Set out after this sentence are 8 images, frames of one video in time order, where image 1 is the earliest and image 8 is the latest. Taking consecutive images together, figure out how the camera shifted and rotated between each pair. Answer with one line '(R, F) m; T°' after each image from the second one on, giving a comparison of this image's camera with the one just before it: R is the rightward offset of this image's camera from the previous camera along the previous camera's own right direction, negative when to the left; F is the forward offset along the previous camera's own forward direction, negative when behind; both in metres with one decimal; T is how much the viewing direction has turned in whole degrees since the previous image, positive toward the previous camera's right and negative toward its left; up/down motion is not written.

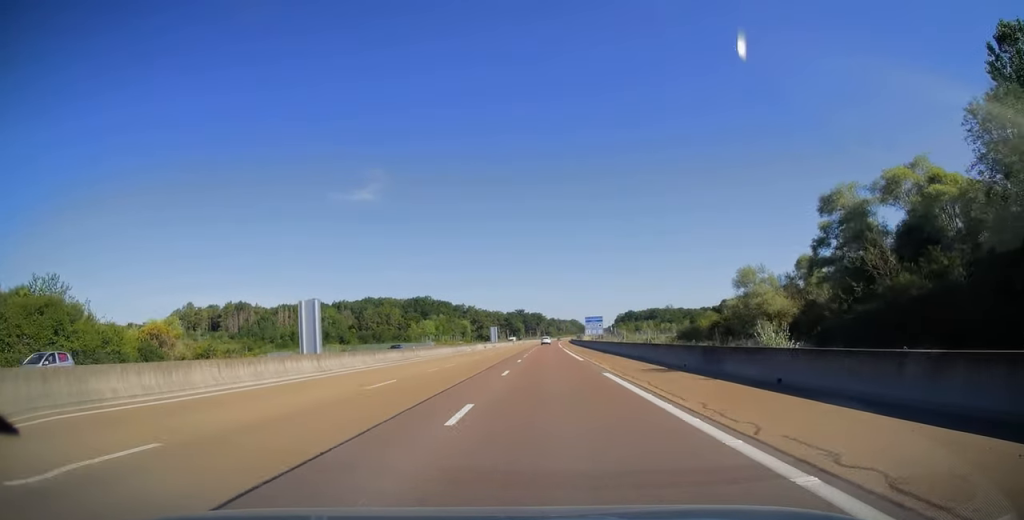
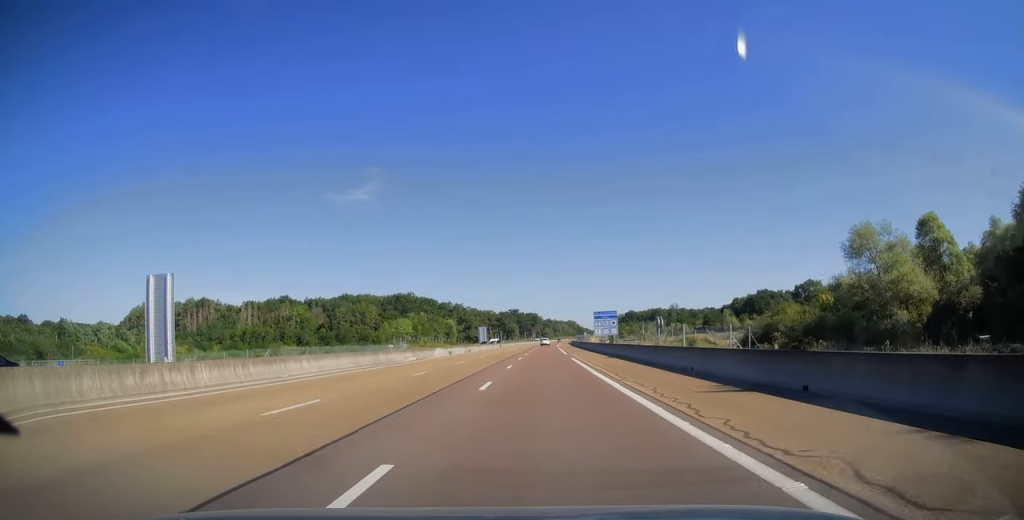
(0.0, +31.8) m; 0°
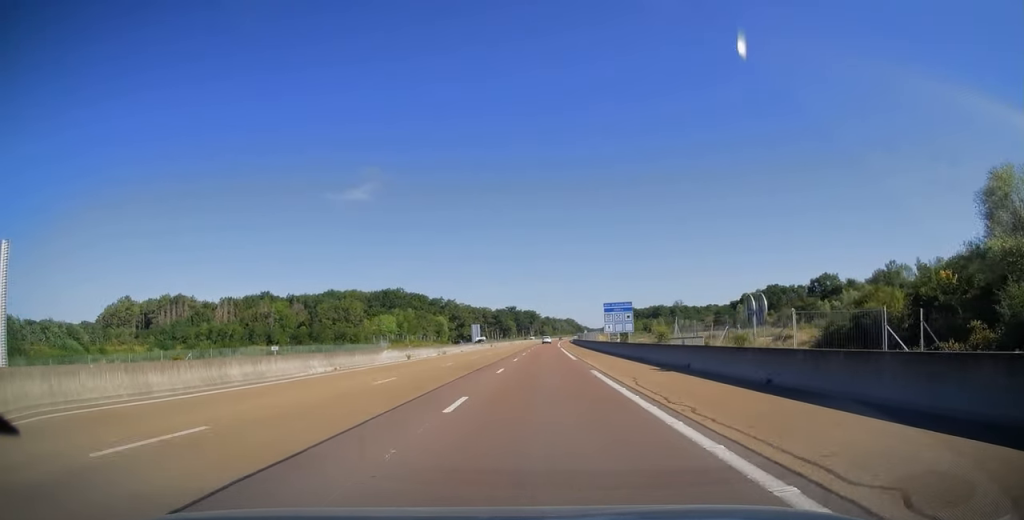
(+0.1, +18.2) m; 0°
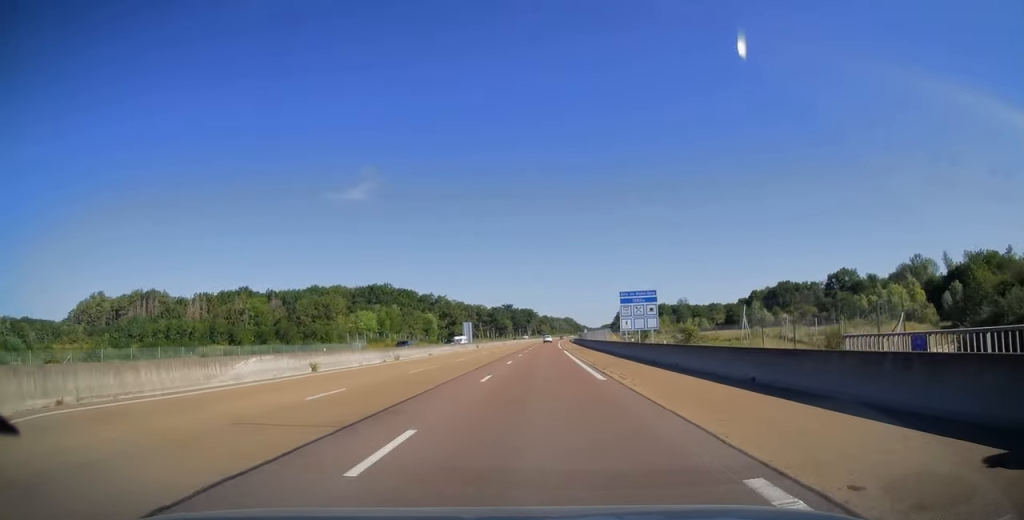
(0.0, +18.2) m; 0°
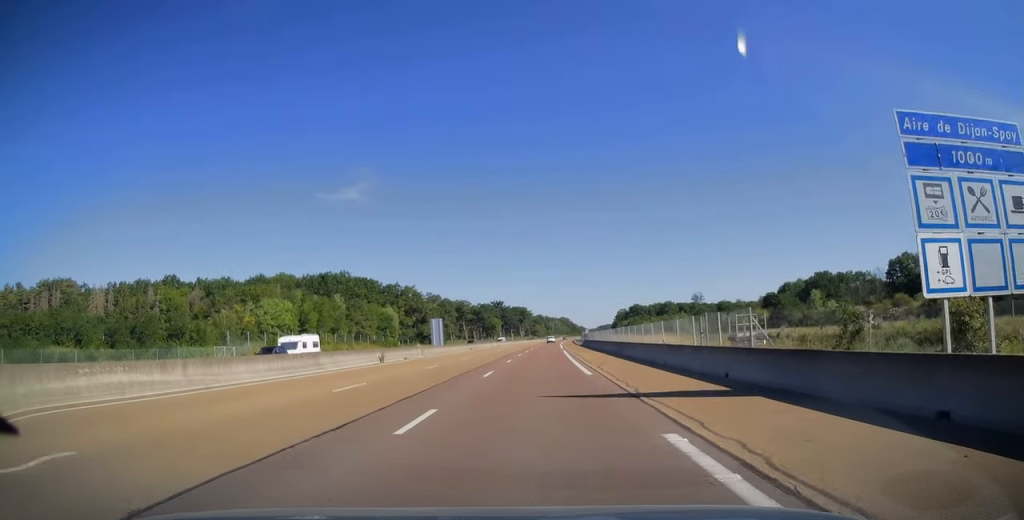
(+0.3, +49.1) m; +1°
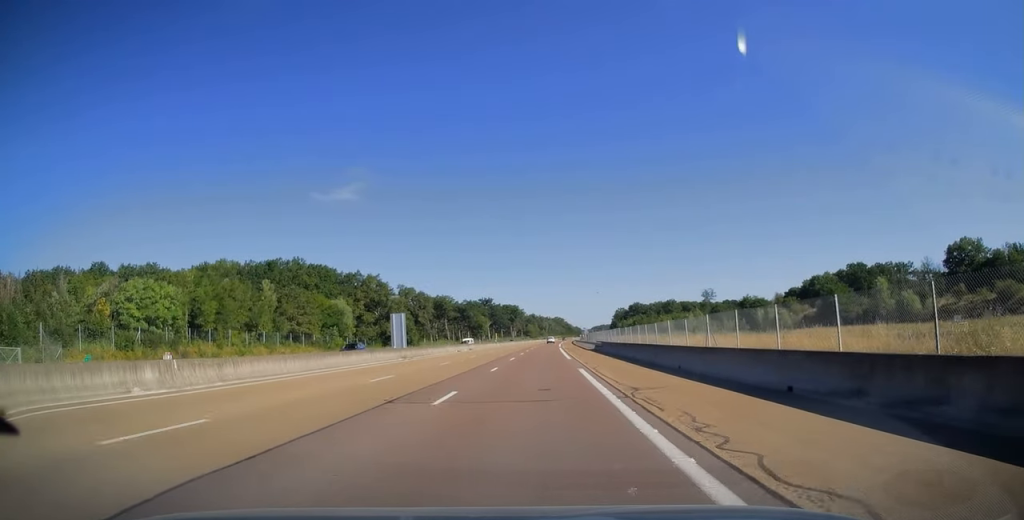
(+0.2, +34.9) m; 0°
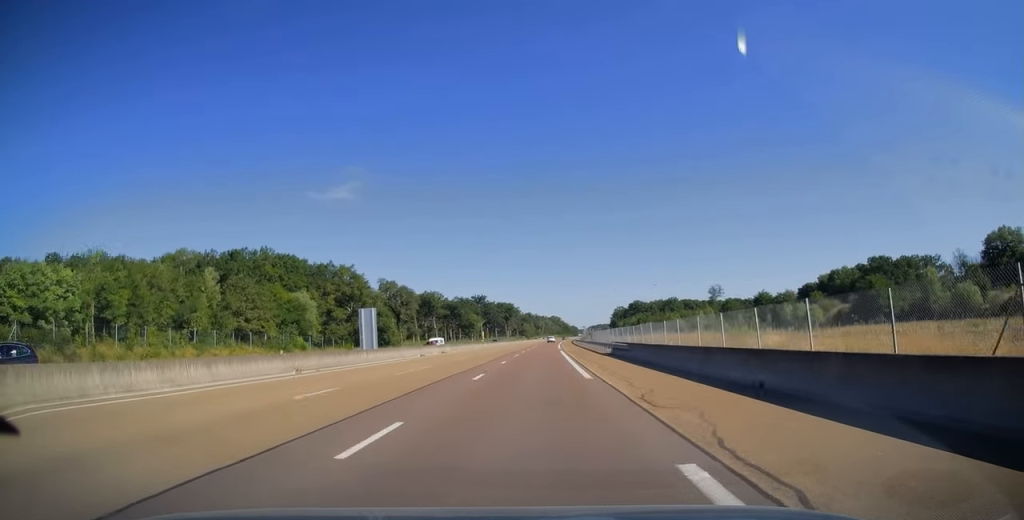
(-0.1, +18.7) m; 0°
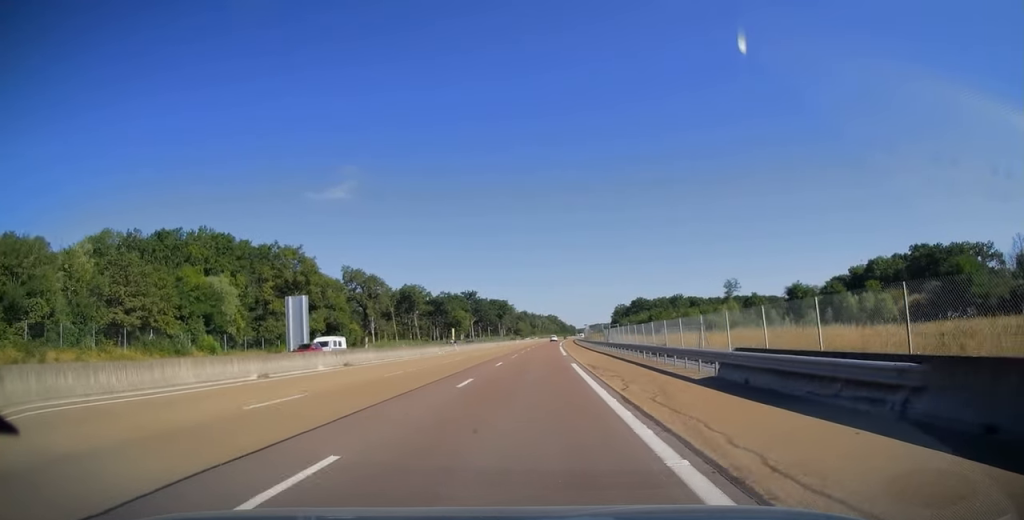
(+0.2, +28.7) m; +1°
